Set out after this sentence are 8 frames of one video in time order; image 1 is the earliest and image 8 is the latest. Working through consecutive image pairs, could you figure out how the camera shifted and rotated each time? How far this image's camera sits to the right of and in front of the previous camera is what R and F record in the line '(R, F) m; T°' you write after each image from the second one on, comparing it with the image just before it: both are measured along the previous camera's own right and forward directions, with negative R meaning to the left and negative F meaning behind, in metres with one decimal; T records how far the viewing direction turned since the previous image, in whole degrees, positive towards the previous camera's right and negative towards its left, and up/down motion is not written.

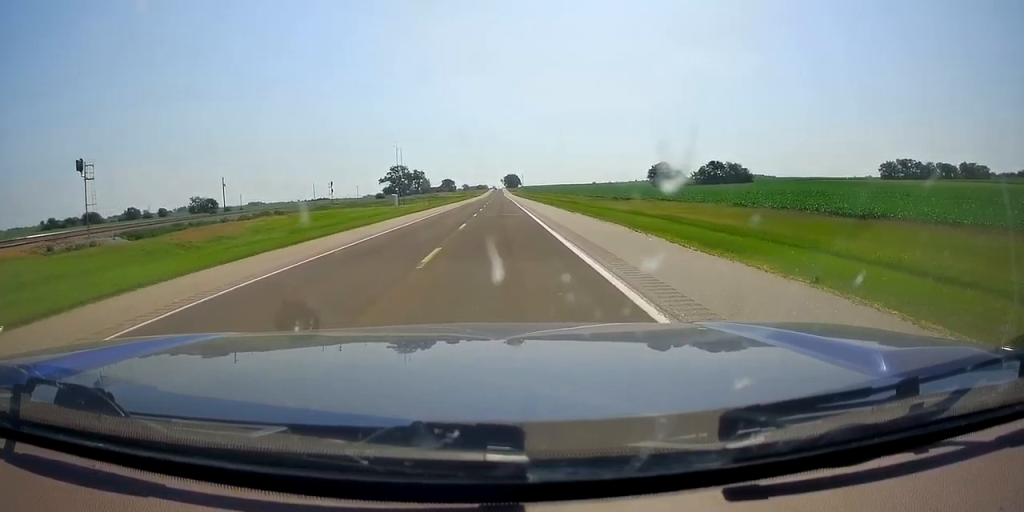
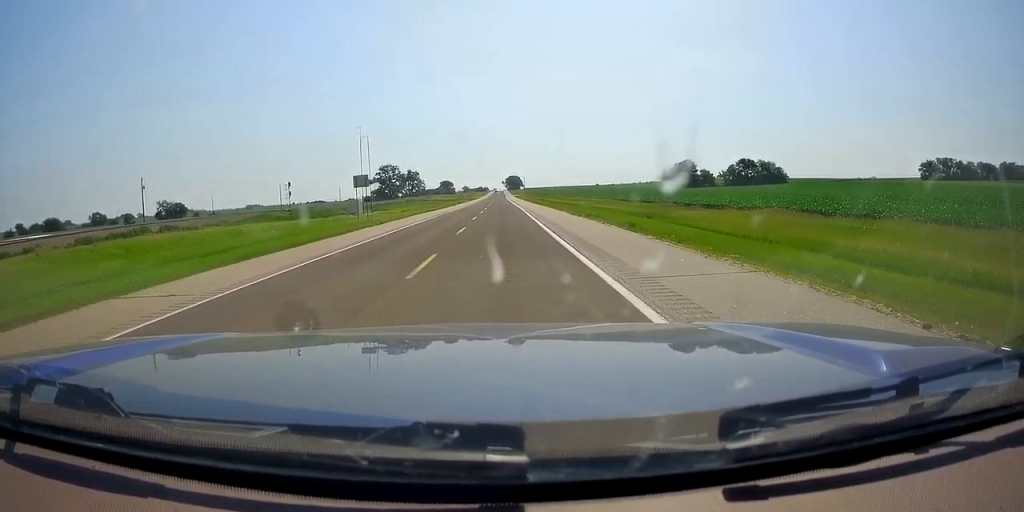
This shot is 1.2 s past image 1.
(0.0, +37.5) m; 0°
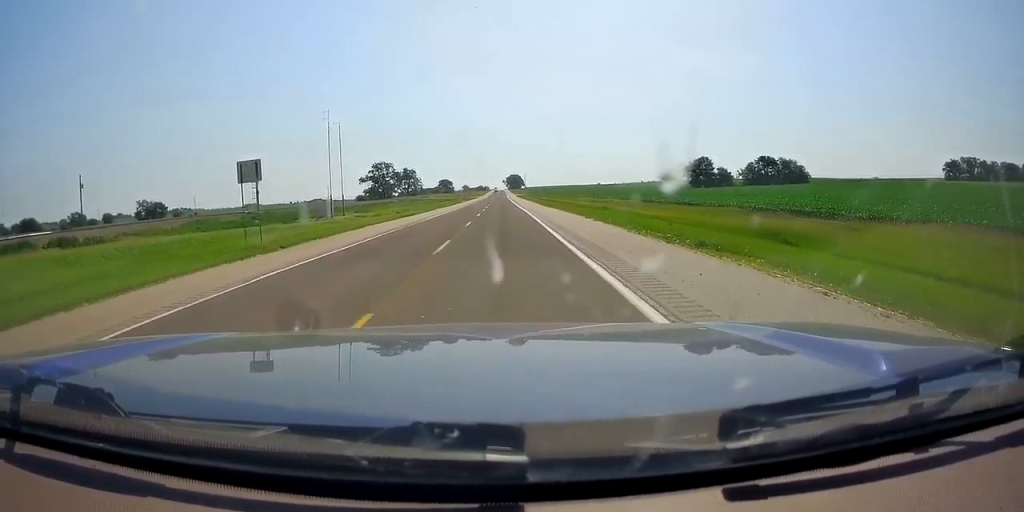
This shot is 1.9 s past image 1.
(0.0, +20.1) m; 0°
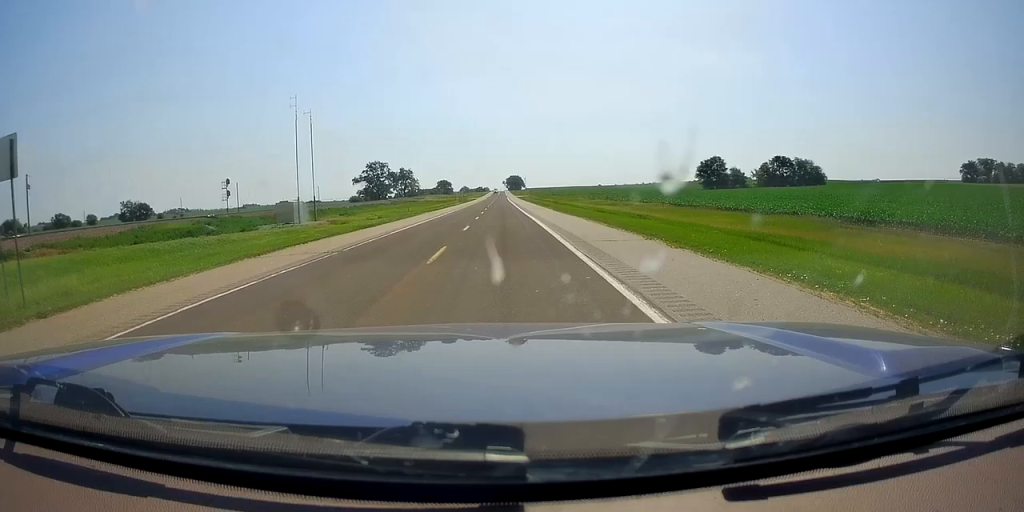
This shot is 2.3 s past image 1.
(0.0, +13.9) m; 0°
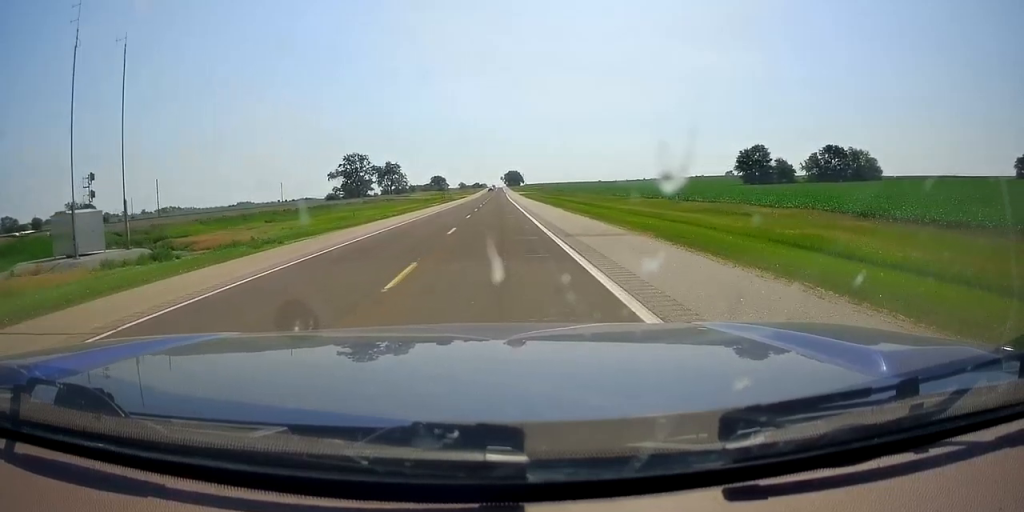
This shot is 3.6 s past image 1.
(0.0, +40.7) m; -1°
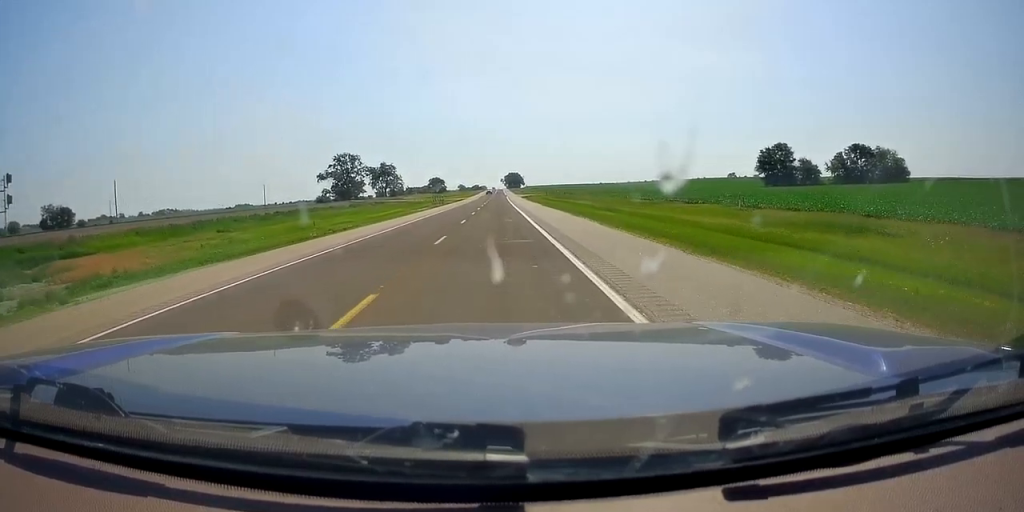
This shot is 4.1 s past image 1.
(0.0, +15.9) m; 0°
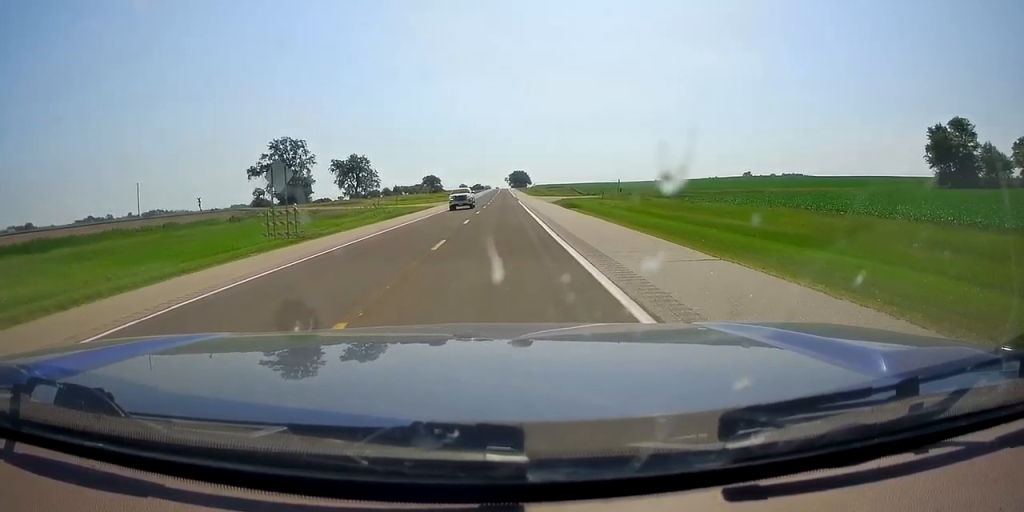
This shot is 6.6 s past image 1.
(+0.4, +75.0) m; +1°
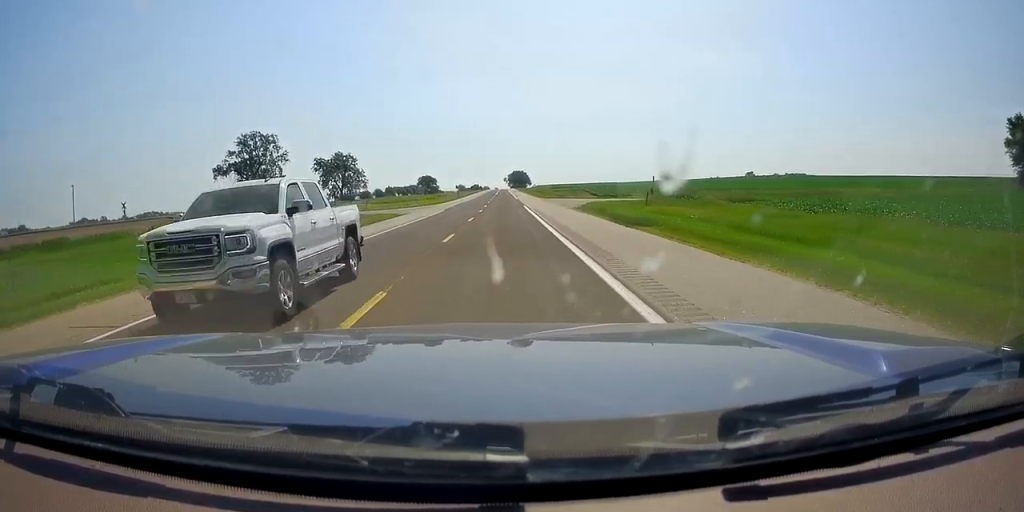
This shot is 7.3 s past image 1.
(0.0, +22.1) m; 0°
